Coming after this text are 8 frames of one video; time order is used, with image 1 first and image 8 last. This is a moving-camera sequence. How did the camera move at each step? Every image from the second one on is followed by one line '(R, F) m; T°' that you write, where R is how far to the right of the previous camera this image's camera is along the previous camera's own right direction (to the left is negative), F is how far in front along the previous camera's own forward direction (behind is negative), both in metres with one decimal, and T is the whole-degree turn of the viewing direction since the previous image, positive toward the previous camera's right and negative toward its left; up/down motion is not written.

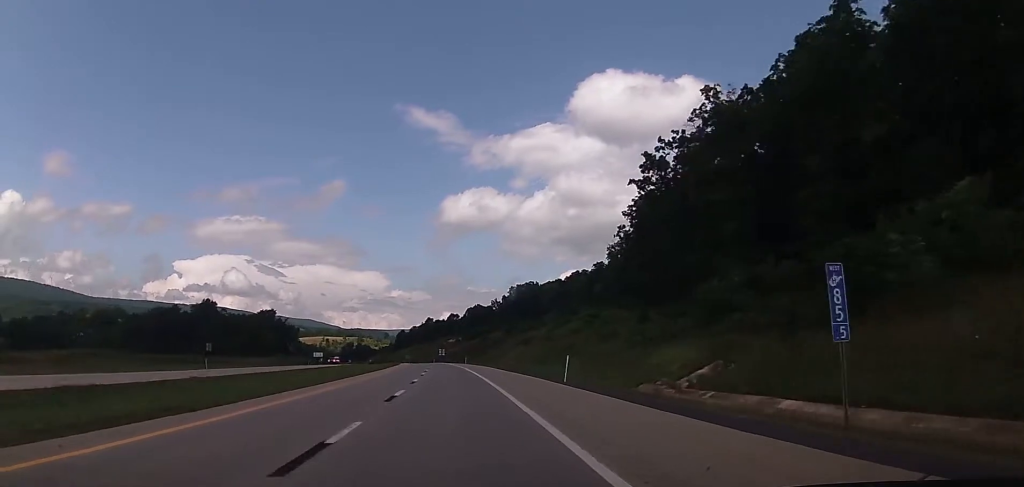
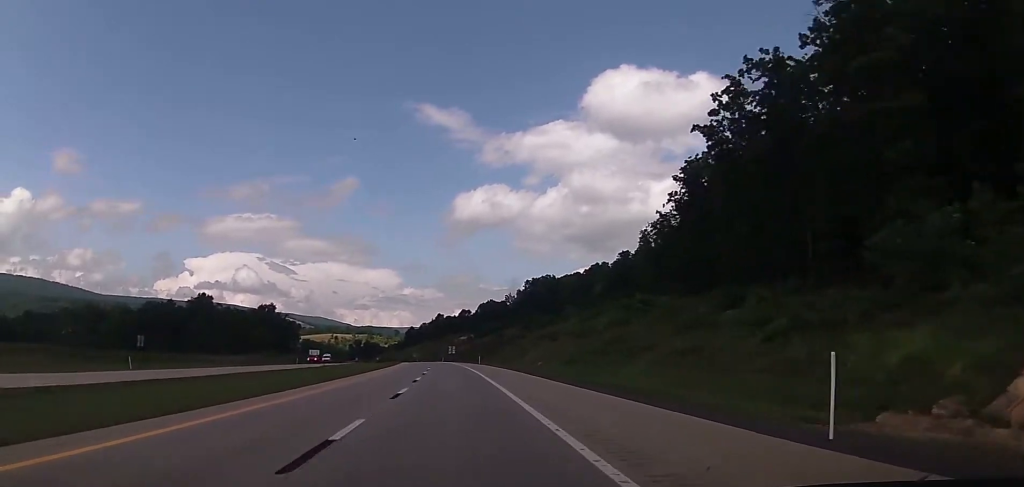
(-0.5, +24.4) m; -1°
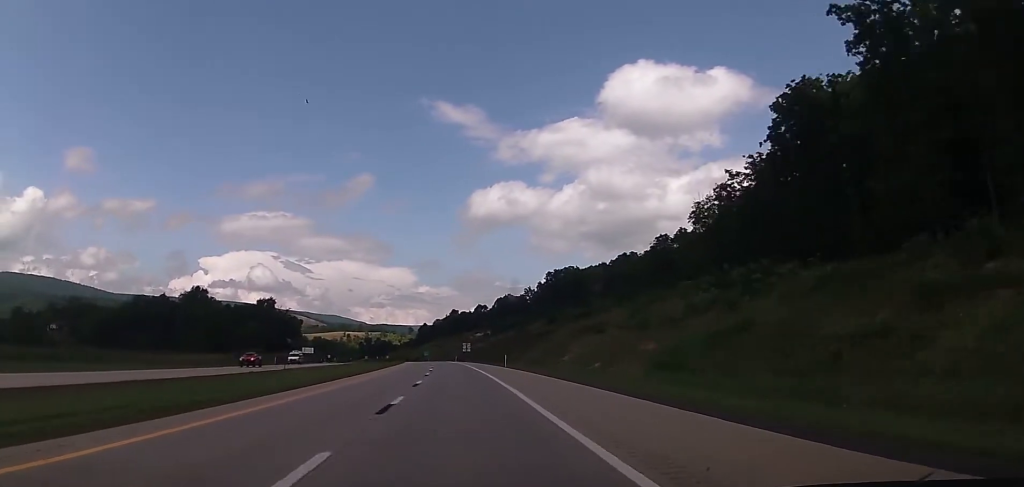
(-0.3, +30.0) m; -1°
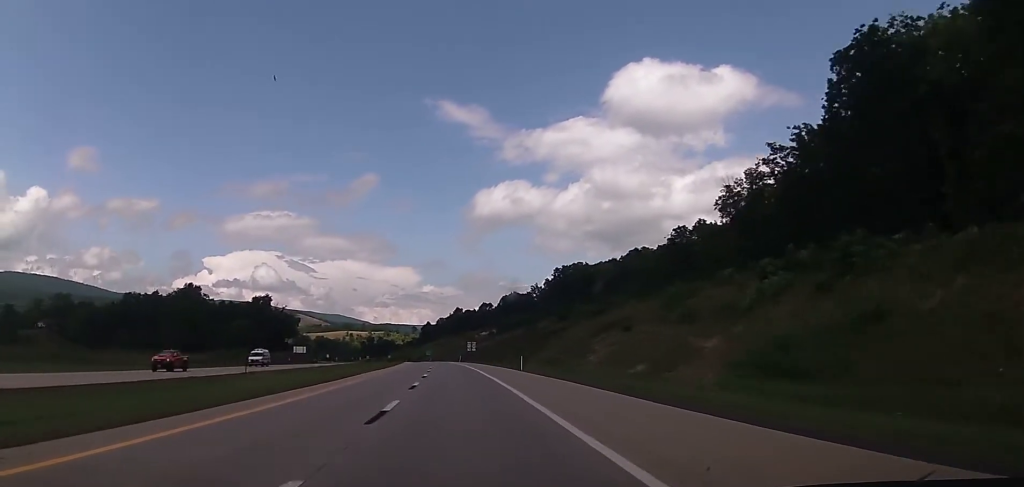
(+0.2, +14.5) m; -1°
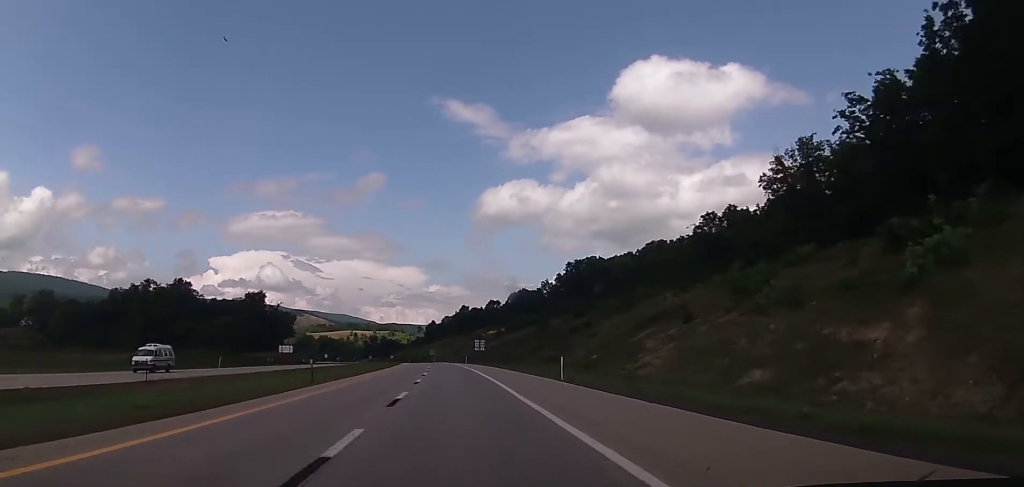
(-0.5, +20.0) m; -1°
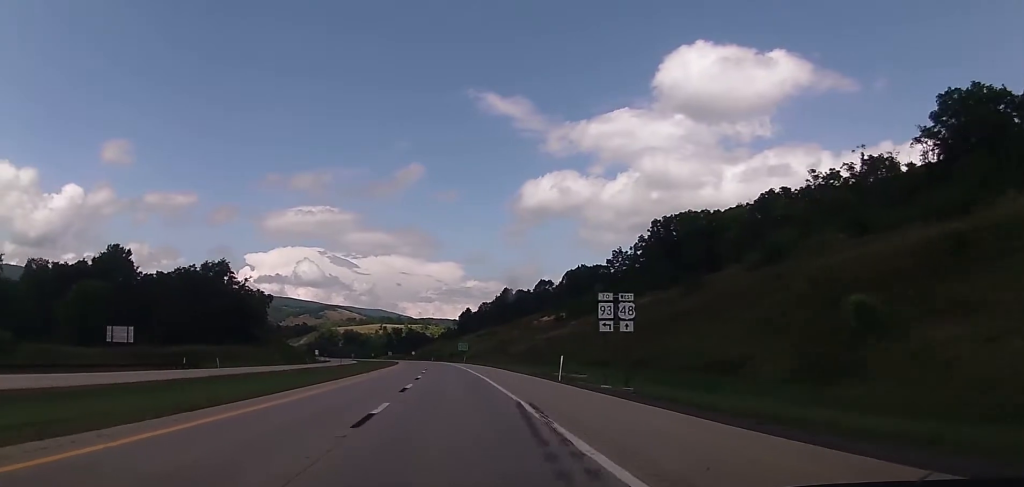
(-1.6, +92.0) m; -3°
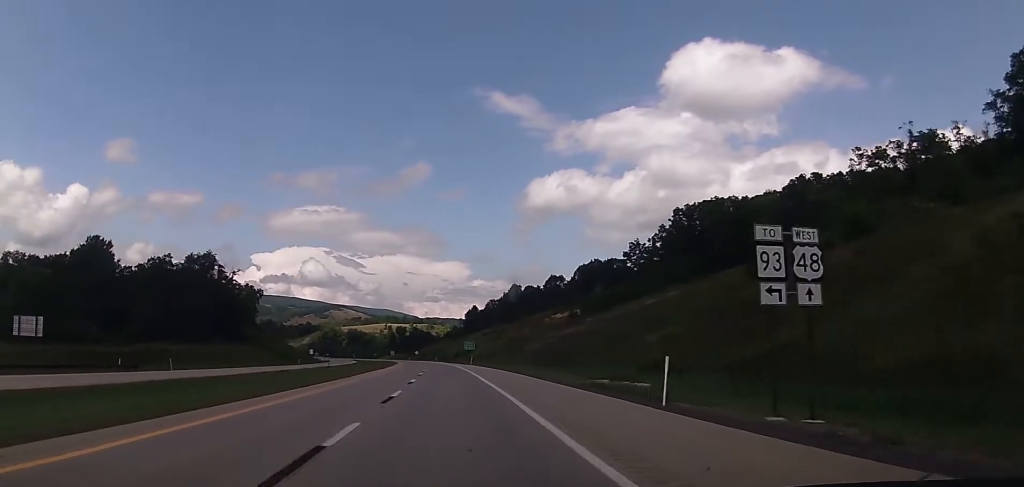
(-0.3, +17.8) m; -1°
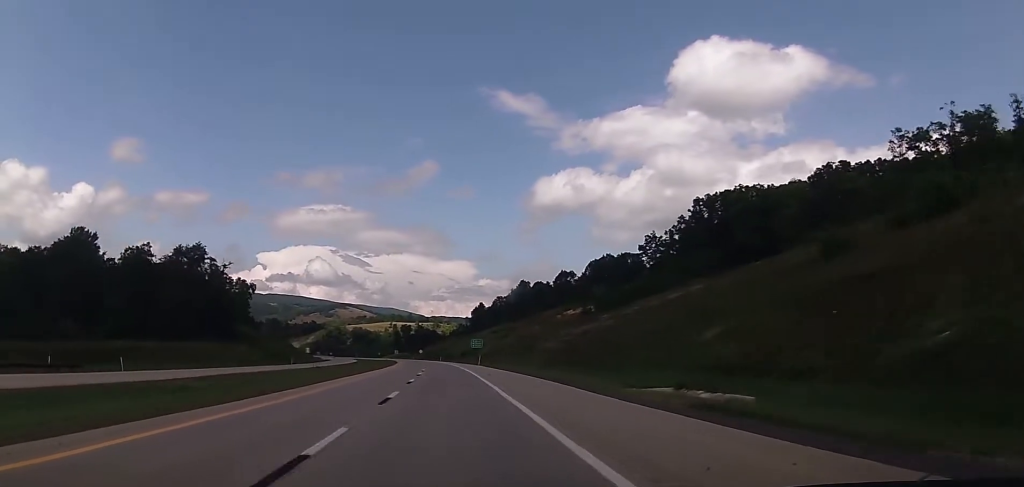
(-0.1, +13.3) m; 0°
